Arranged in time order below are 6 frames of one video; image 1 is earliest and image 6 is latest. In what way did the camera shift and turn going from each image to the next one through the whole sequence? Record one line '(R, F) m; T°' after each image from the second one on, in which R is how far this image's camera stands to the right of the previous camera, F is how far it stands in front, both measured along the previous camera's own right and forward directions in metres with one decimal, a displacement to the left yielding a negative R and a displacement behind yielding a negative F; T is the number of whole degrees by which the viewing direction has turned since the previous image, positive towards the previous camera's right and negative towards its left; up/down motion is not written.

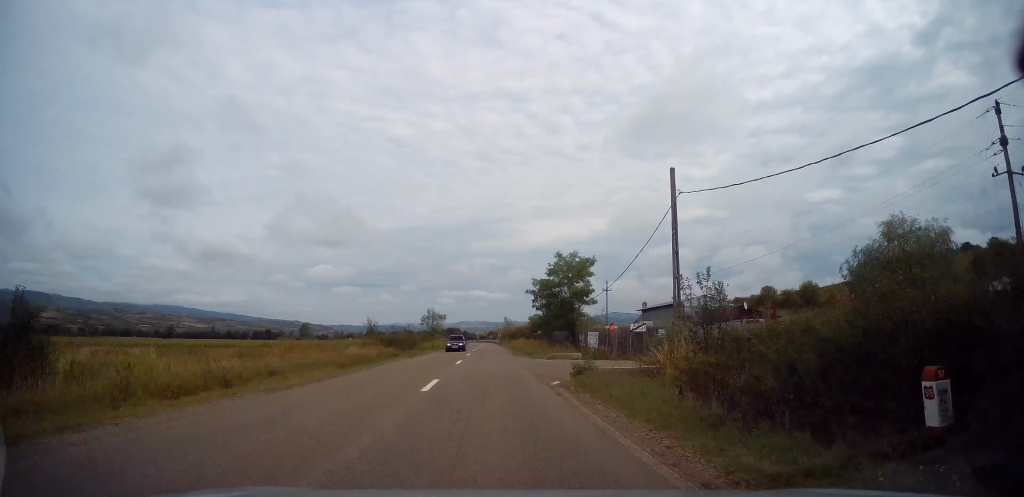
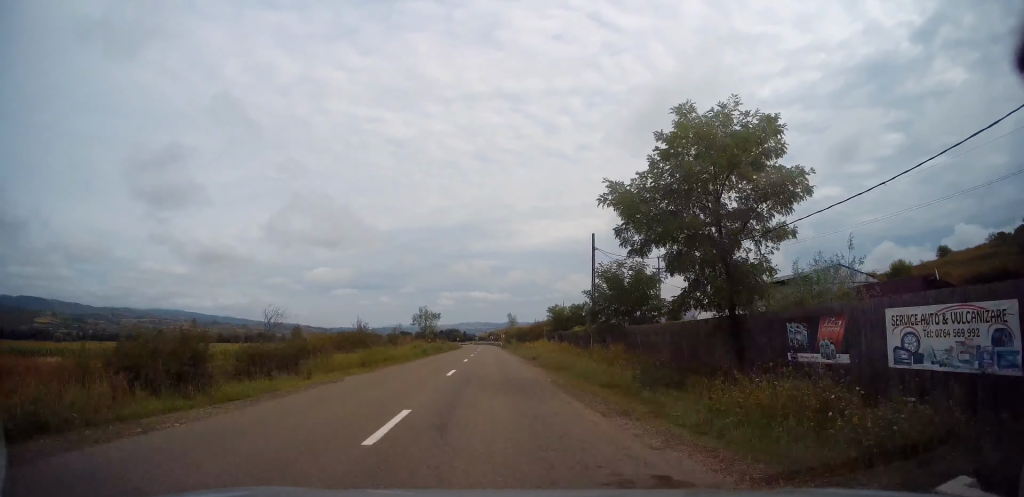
(+0.6, +29.0) m; 0°
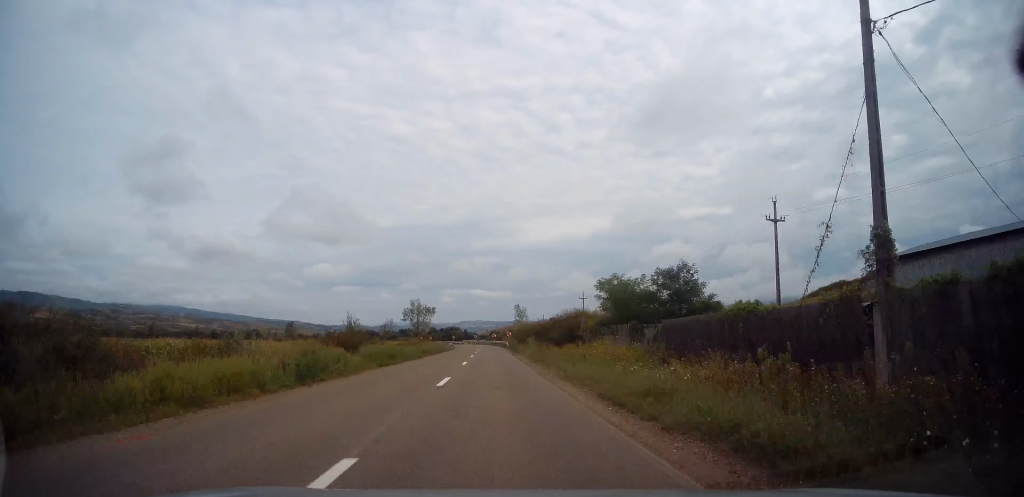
(-0.4, +26.8) m; -1°
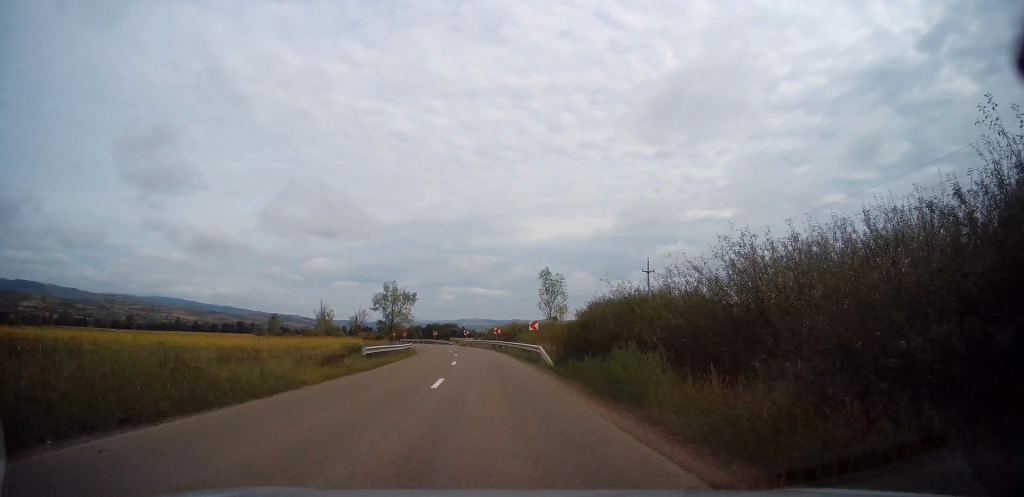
(+0.2, +48.2) m; -1°
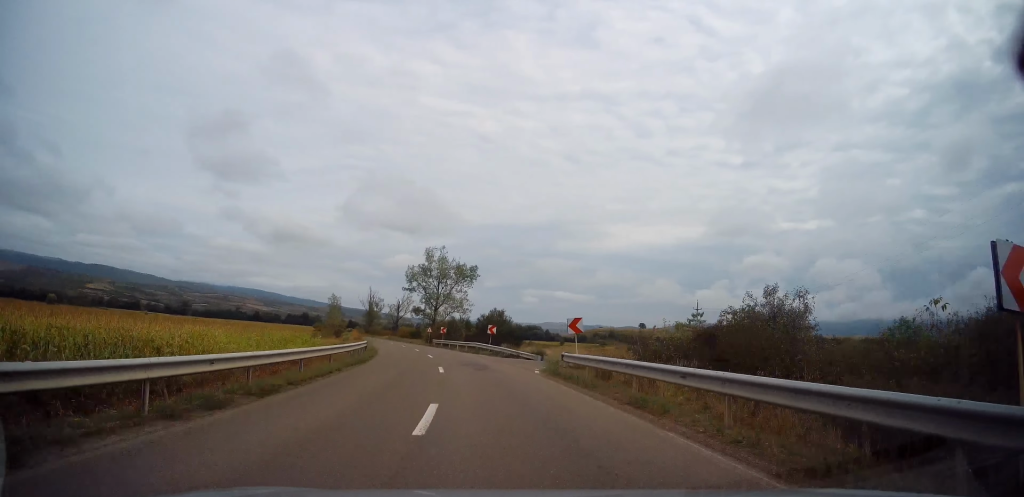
(-2.5, +53.7) m; -8°
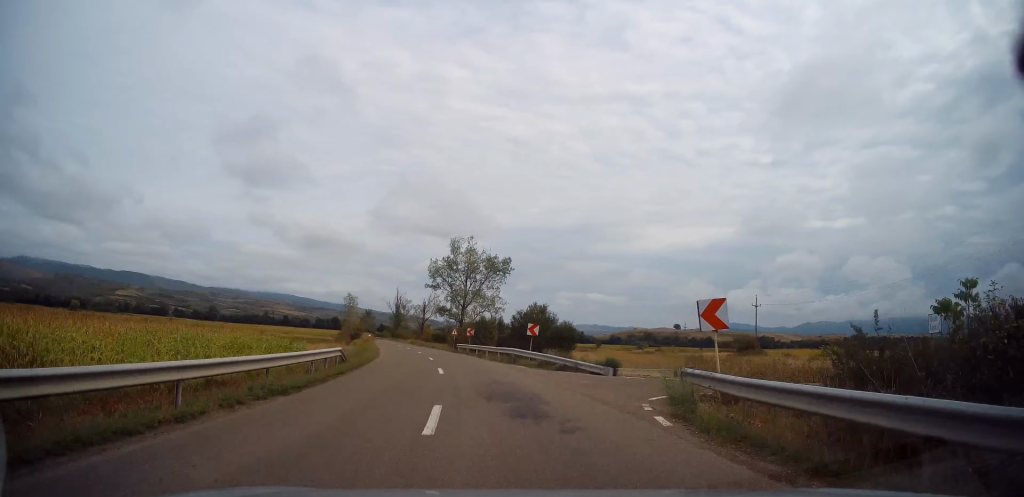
(-0.5, +11.5) m; -3°
